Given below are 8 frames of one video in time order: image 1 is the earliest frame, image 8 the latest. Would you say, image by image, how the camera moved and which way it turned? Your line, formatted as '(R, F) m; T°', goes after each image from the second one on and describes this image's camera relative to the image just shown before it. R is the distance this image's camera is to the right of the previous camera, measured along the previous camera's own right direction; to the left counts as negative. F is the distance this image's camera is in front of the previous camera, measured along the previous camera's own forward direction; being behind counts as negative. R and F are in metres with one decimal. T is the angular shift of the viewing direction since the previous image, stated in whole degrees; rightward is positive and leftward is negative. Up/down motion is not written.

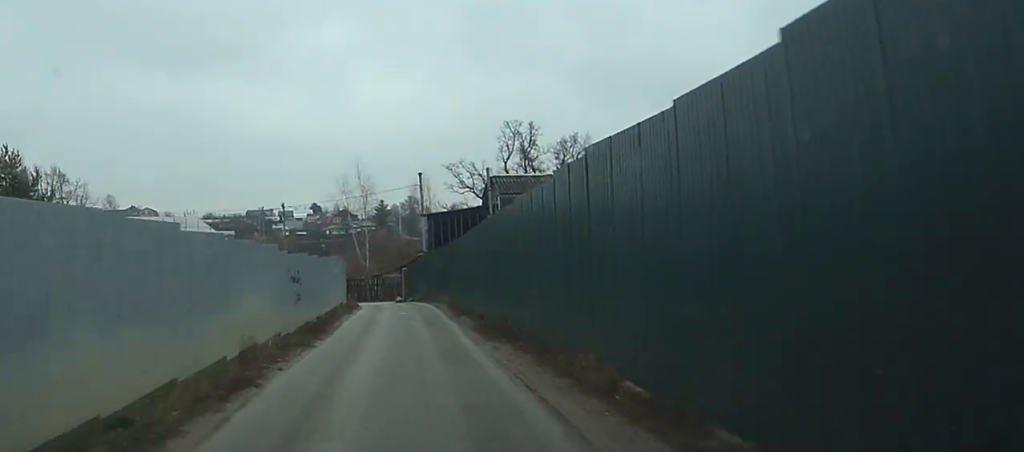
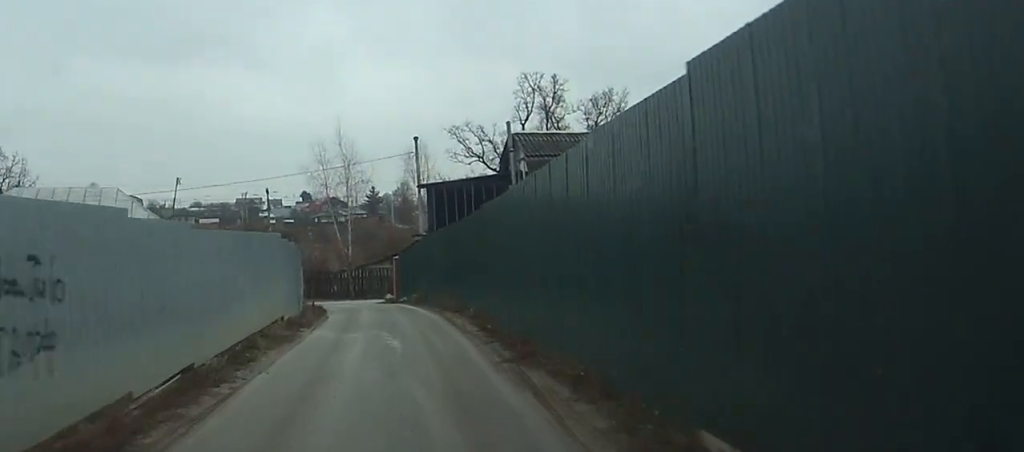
(-0.1, +13.4) m; -1°
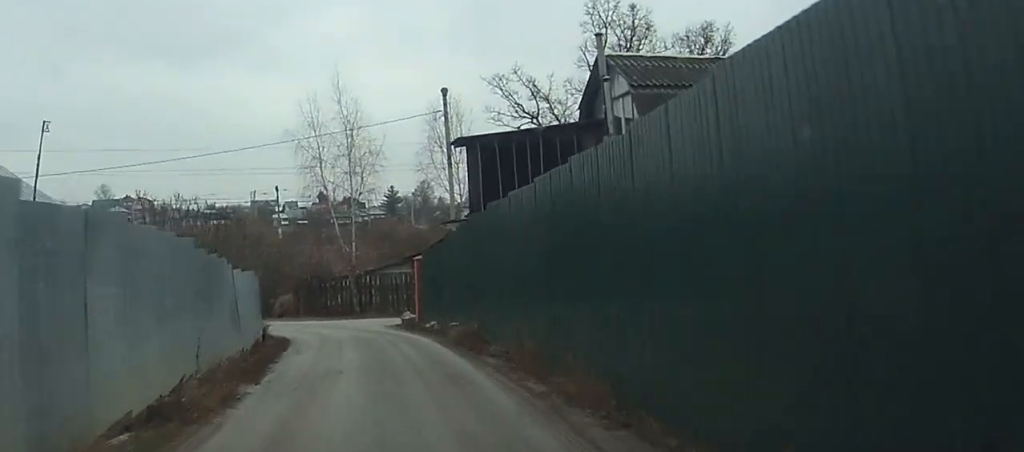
(-0.2, +14.8) m; -2°
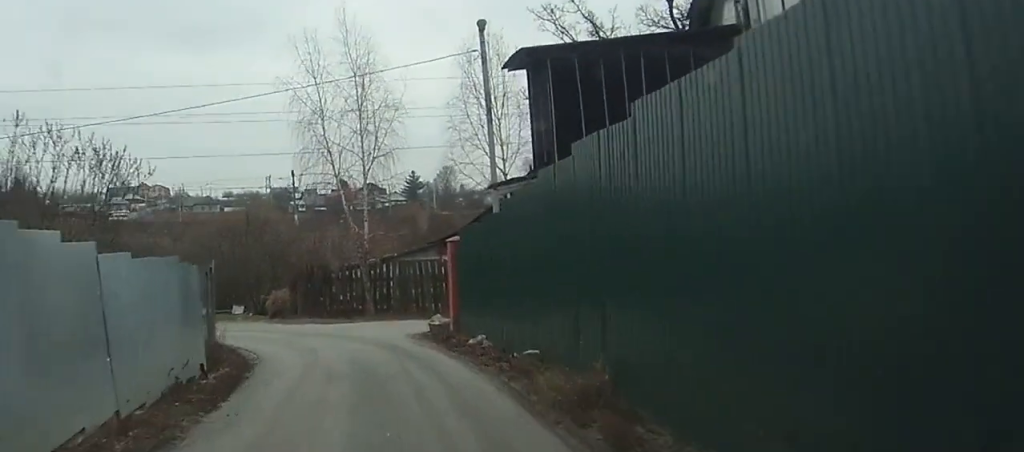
(-0.1, +8.5) m; -1°
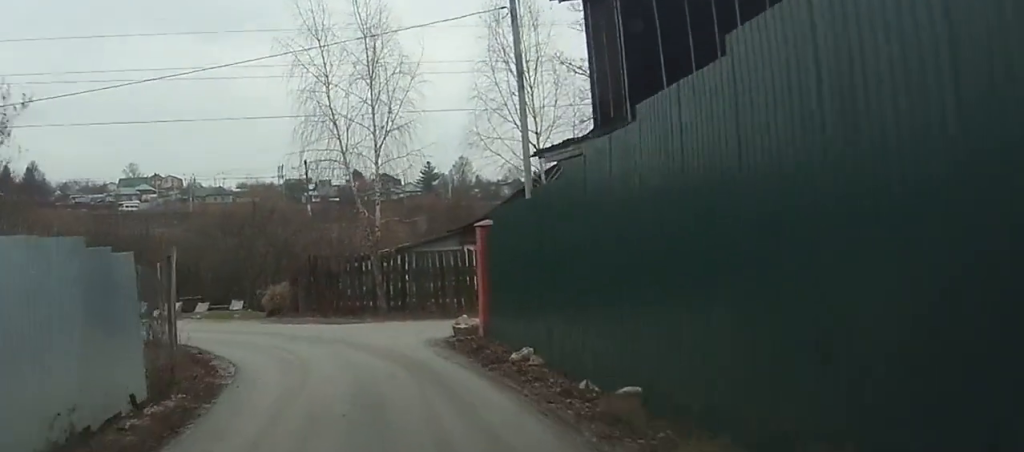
(0.0, +3.9) m; -1°
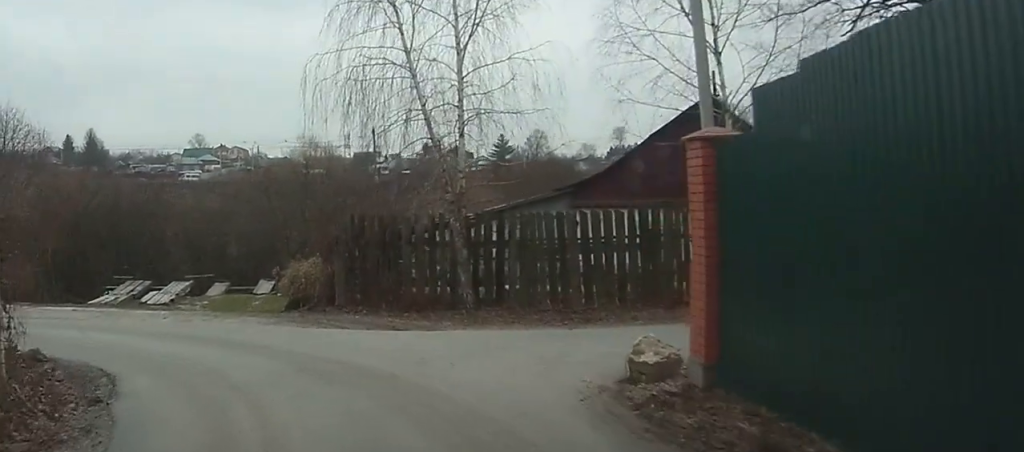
(-0.8, +8.6) m; -16°
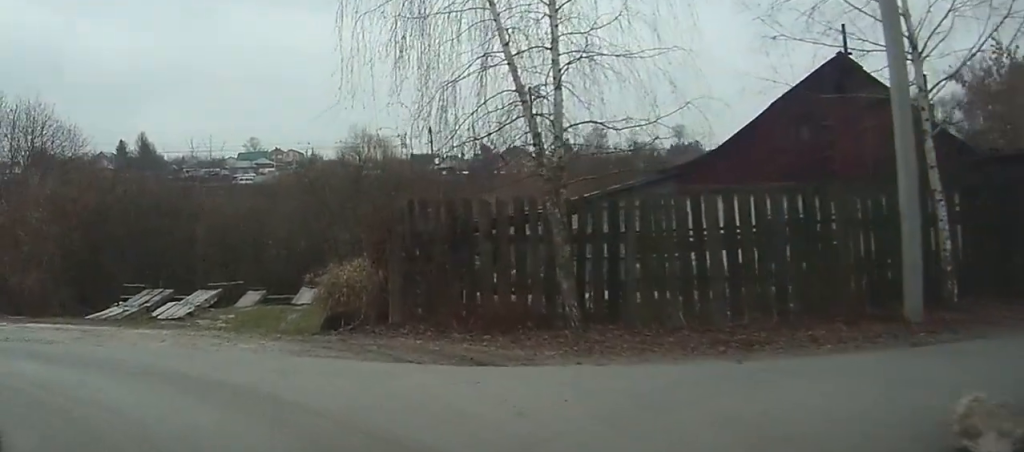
(-0.7, +4.3) m; -12°
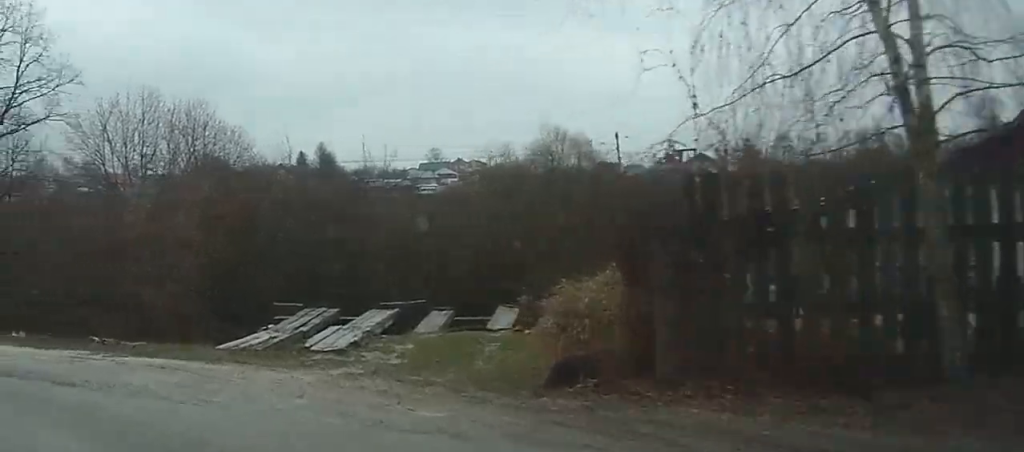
(-0.3, +5.0) m; -3°
